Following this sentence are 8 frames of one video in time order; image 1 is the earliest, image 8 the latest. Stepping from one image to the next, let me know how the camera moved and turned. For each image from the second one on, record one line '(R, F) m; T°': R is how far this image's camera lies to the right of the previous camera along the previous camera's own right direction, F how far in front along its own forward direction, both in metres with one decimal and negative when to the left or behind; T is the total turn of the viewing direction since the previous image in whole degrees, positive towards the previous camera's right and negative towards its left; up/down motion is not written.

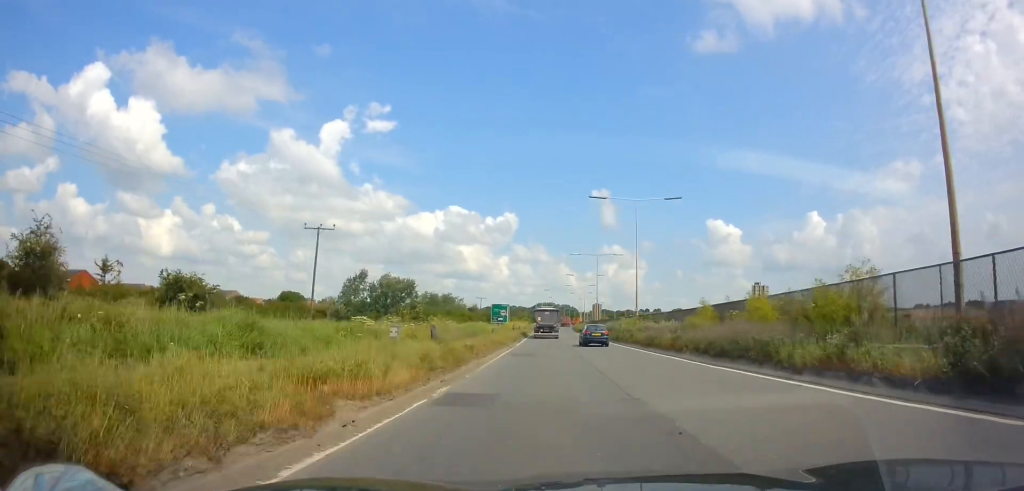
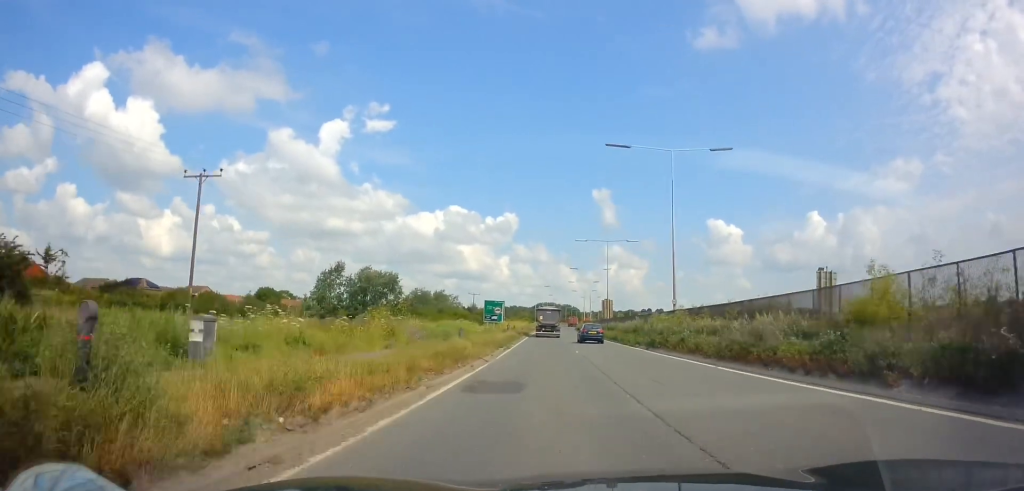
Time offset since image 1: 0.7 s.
(-0.1, +14.1) m; -1°
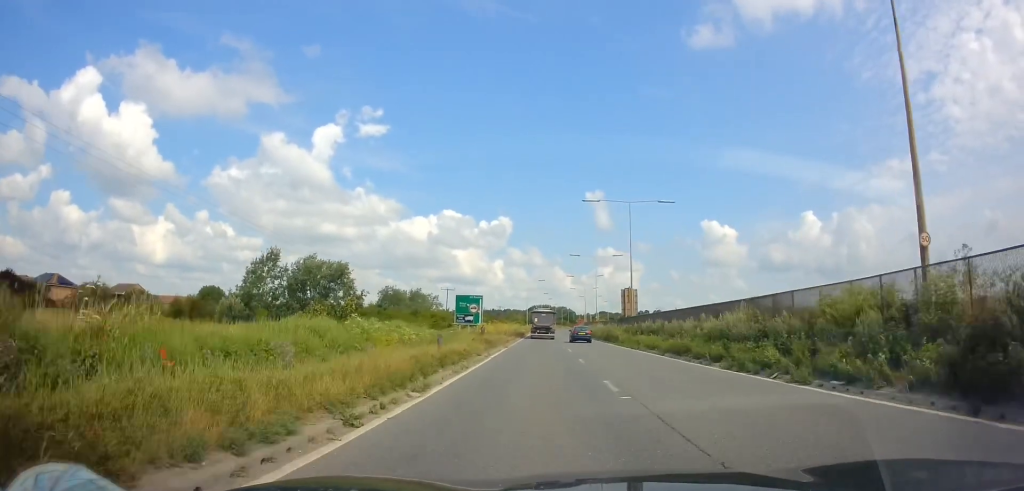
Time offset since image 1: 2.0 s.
(+0.2, +24.4) m; +1°
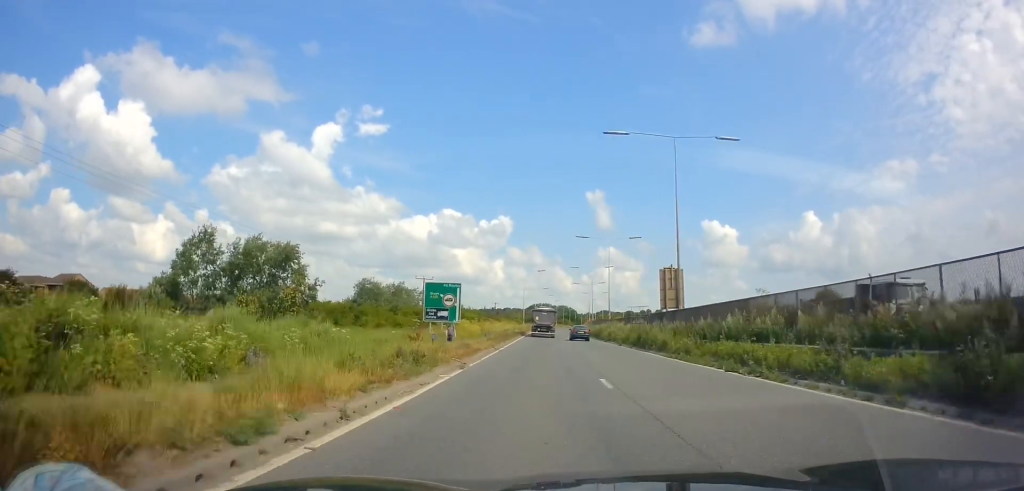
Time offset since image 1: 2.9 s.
(+0.2, +17.5) m; +1°
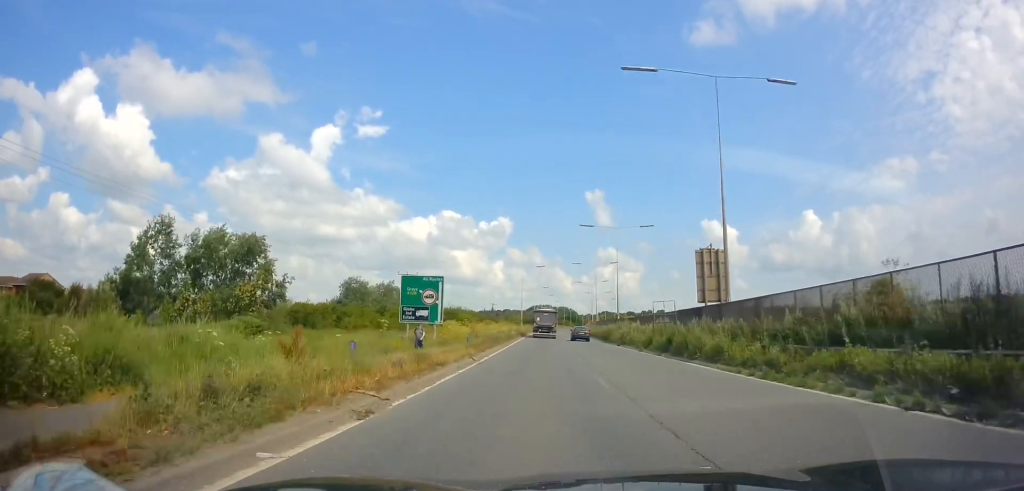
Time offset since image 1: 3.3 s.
(0.0, +8.5) m; 0°
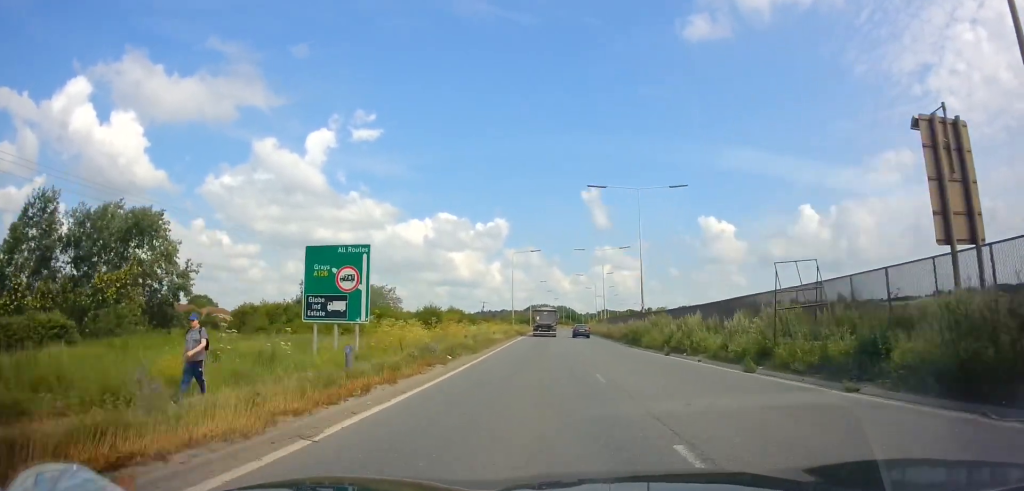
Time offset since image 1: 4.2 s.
(-0.2, +17.1) m; 0°
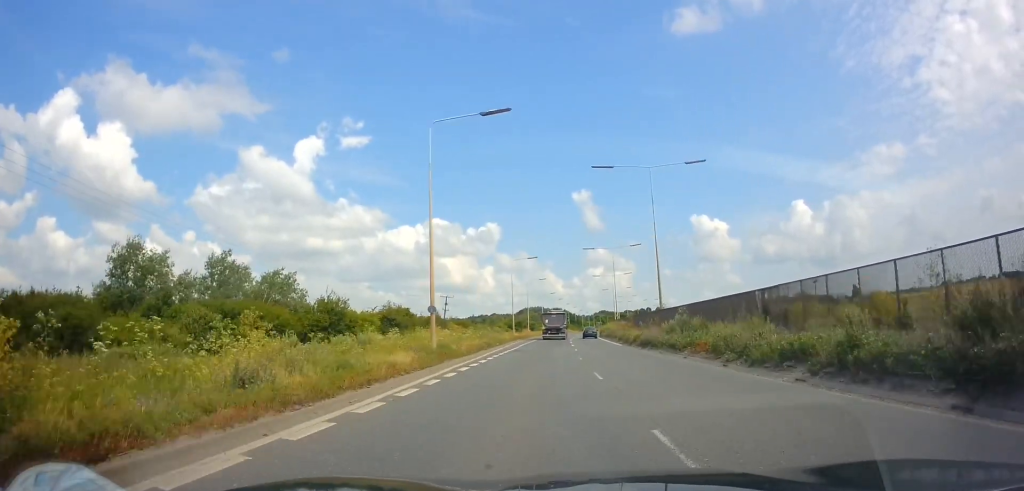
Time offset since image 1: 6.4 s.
(+0.4, +43.9) m; +1°
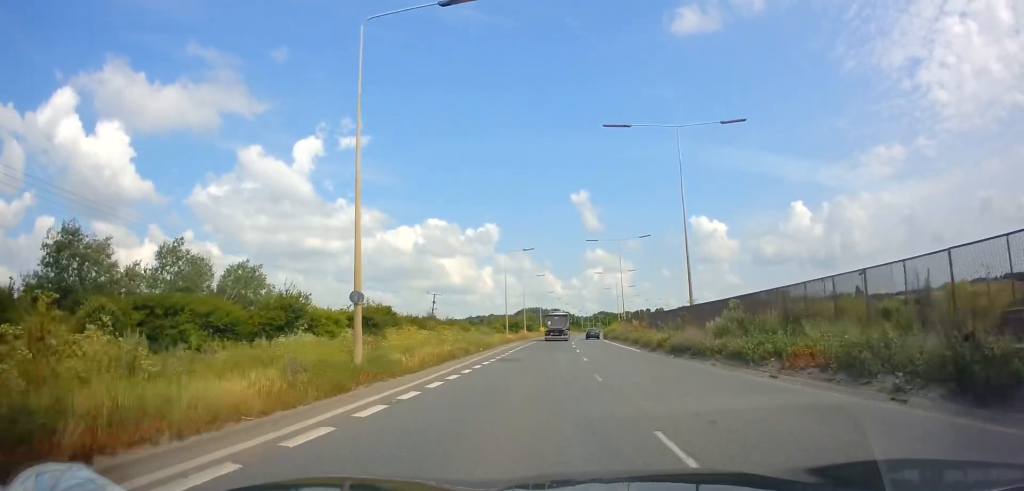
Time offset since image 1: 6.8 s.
(0.0, +8.7) m; 0°
